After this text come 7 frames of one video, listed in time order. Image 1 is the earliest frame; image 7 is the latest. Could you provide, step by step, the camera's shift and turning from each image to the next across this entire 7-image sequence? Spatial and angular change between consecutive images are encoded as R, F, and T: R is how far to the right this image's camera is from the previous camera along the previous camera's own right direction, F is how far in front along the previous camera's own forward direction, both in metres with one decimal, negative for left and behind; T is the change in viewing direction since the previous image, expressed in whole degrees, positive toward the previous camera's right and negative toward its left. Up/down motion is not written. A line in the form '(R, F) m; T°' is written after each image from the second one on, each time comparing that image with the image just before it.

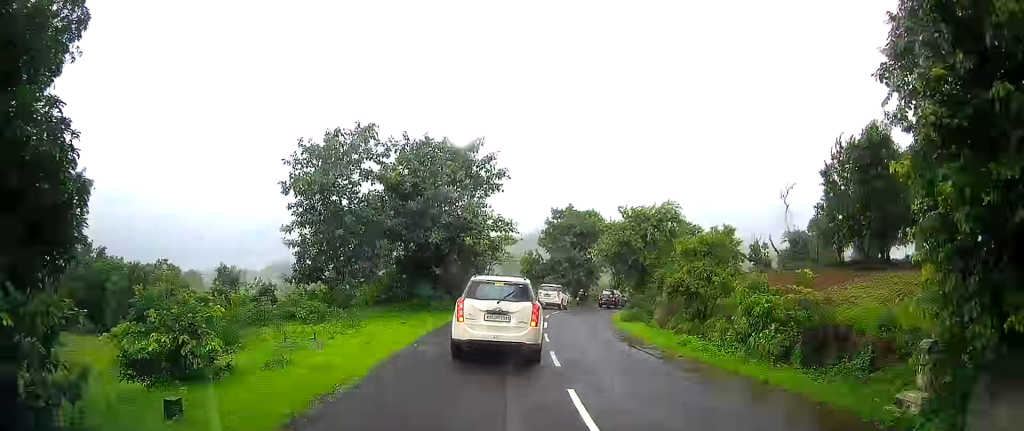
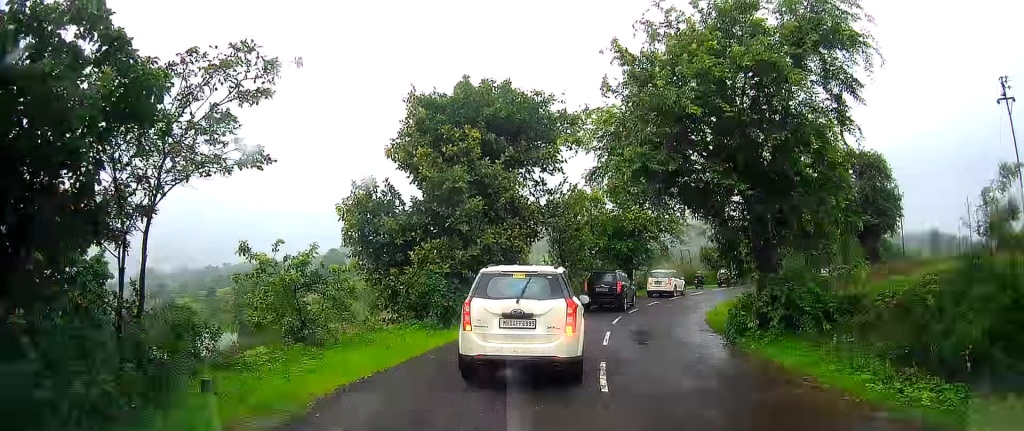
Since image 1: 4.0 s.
(+3.5, +35.5) m; +17°
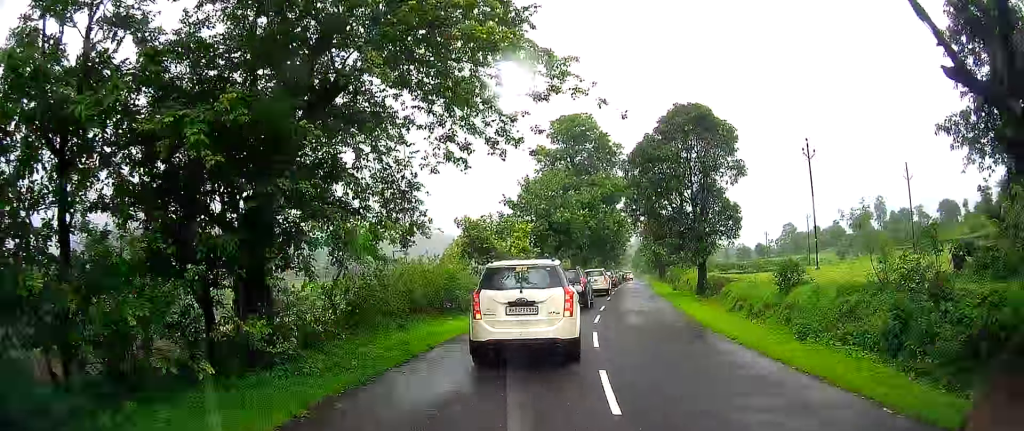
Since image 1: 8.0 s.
(+6.9, +35.4) m; +18°
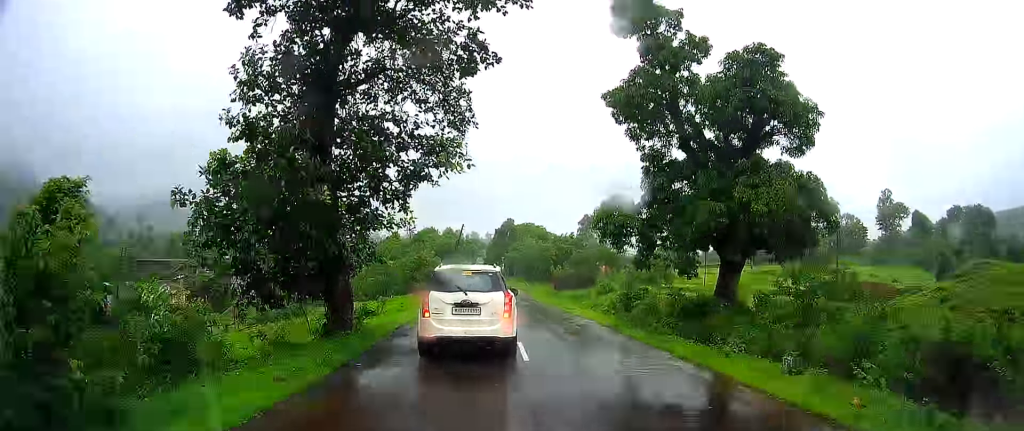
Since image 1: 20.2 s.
(+21.4, +104.5) m; +12°
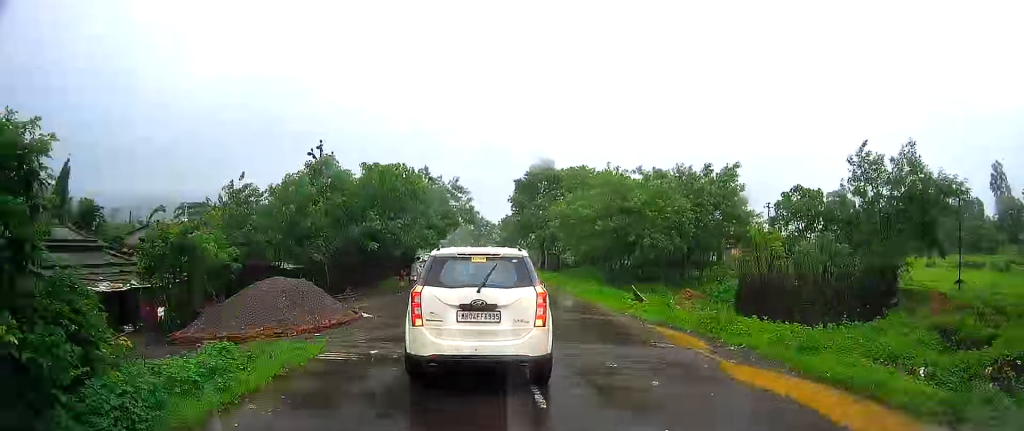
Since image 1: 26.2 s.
(-0.8, +46.2) m; -2°
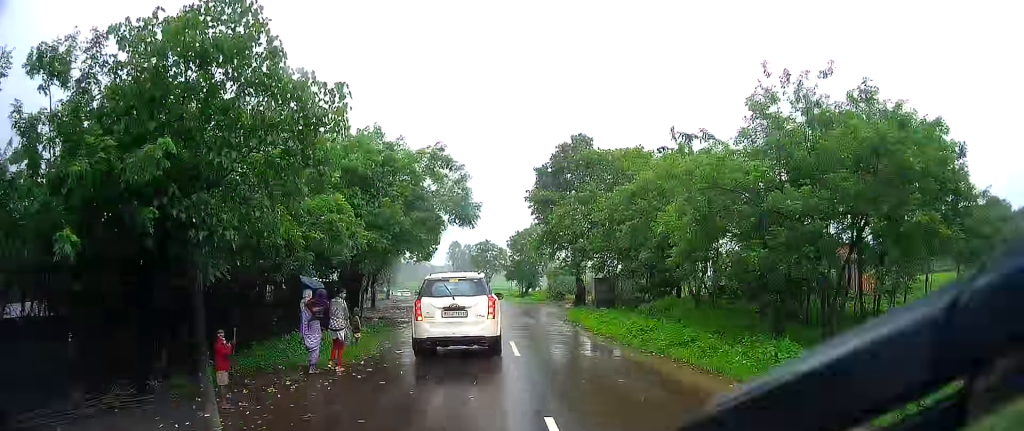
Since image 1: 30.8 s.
(-0.6, +29.8) m; -3°
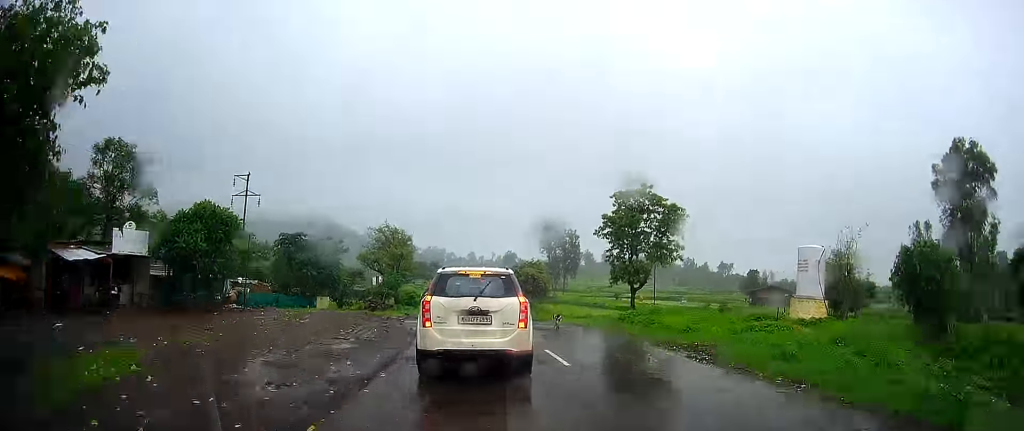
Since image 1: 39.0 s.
(-2.0, +43.8) m; -5°
